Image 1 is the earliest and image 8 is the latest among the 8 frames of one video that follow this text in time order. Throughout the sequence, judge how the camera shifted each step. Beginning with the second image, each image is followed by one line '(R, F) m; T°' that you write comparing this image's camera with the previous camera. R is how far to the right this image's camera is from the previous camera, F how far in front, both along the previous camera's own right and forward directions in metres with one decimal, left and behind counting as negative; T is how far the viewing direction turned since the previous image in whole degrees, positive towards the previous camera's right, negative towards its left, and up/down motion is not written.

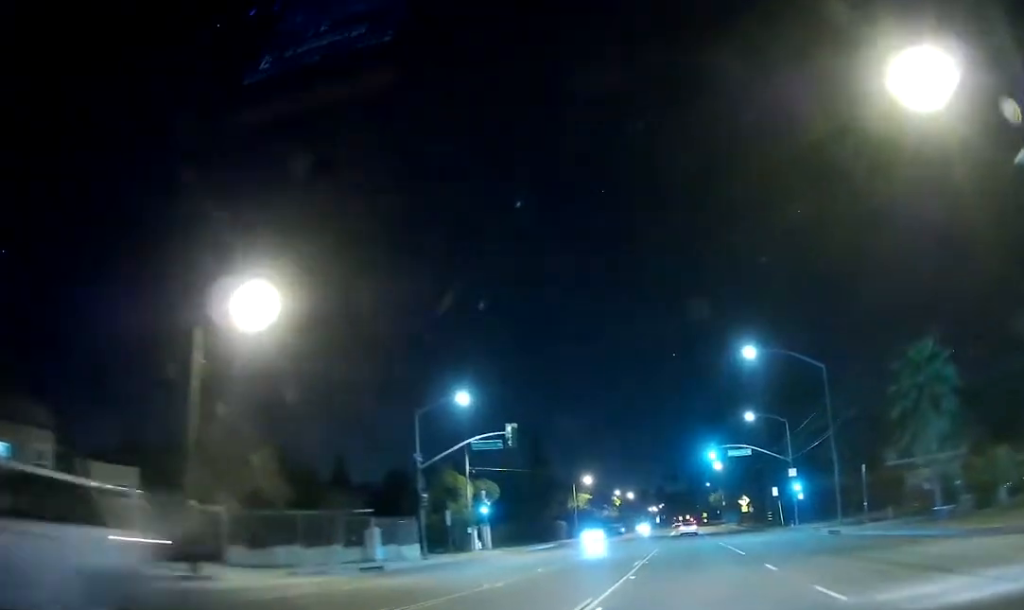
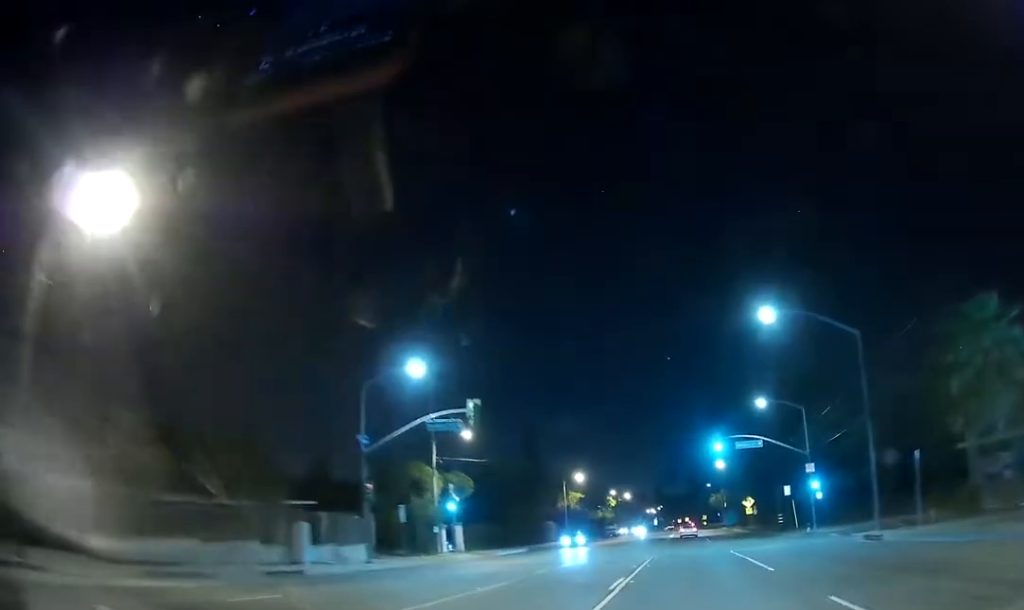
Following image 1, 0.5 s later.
(+0.2, +8.3) m; +1°
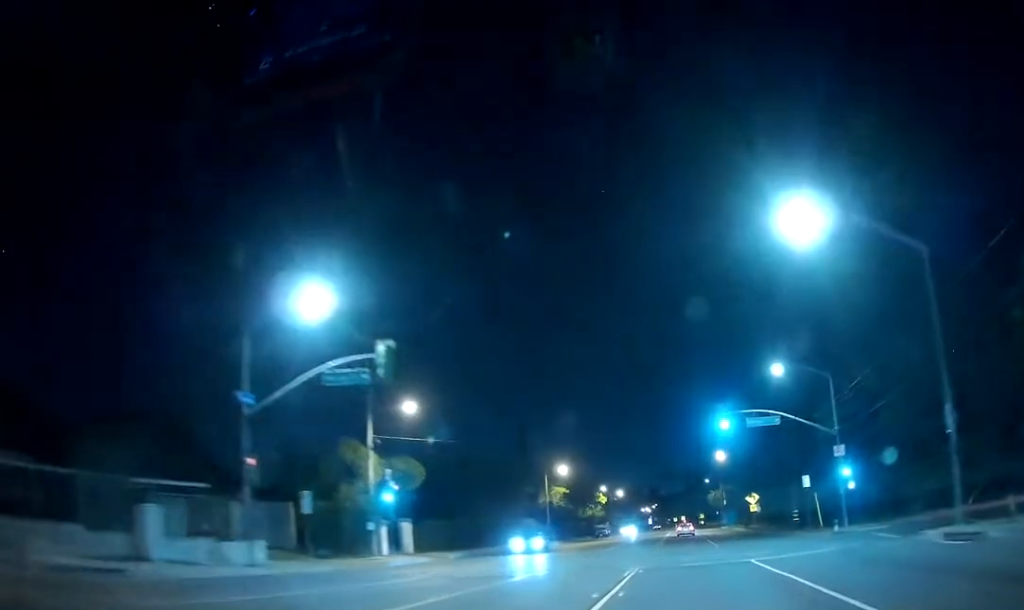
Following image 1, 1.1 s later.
(+0.1, +10.1) m; 0°
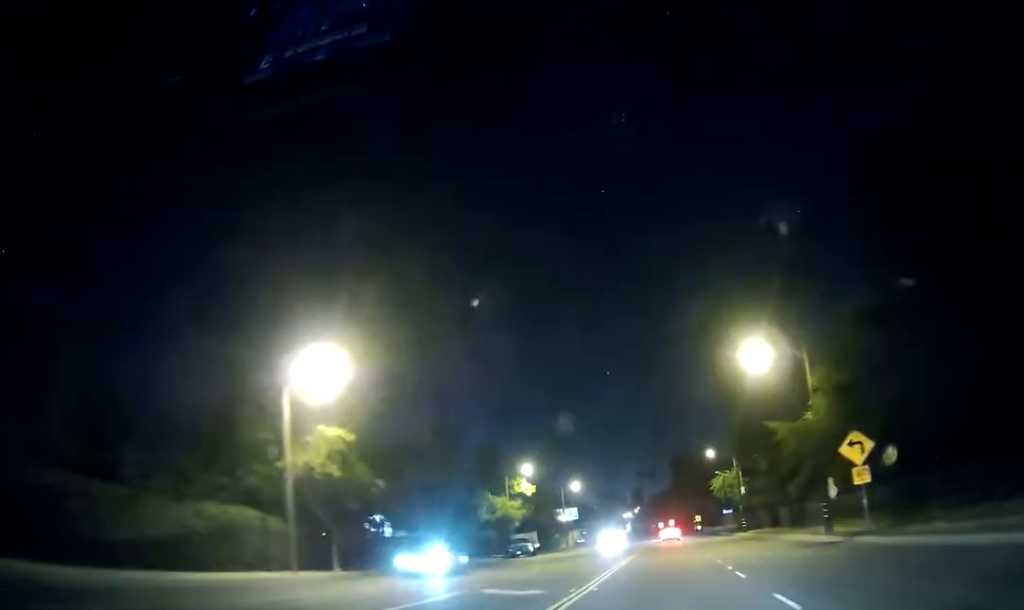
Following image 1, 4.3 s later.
(+0.6, +55.9) m; +1°
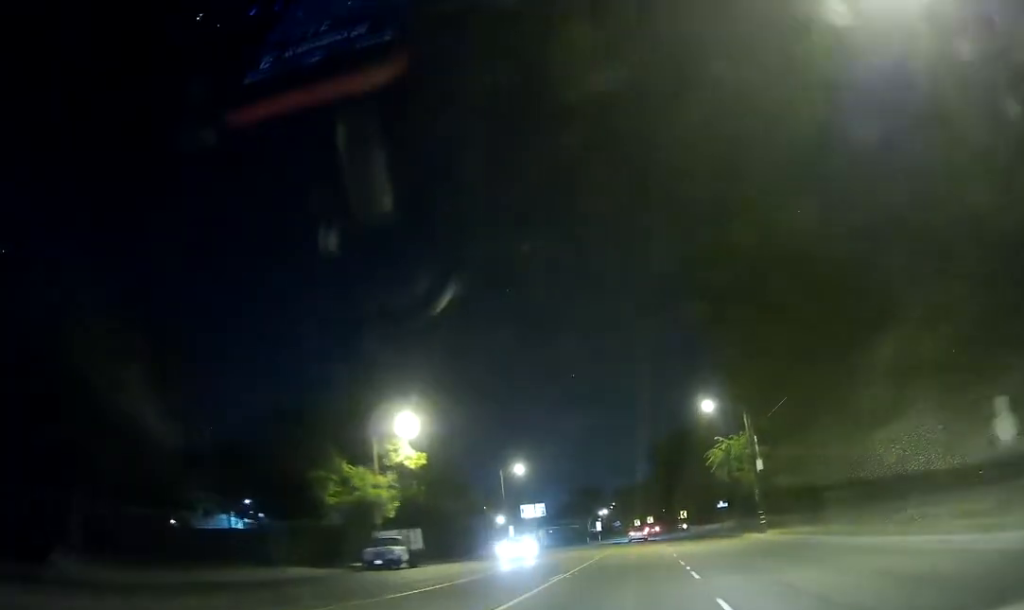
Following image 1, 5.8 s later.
(+0.3, +29.2) m; +2°
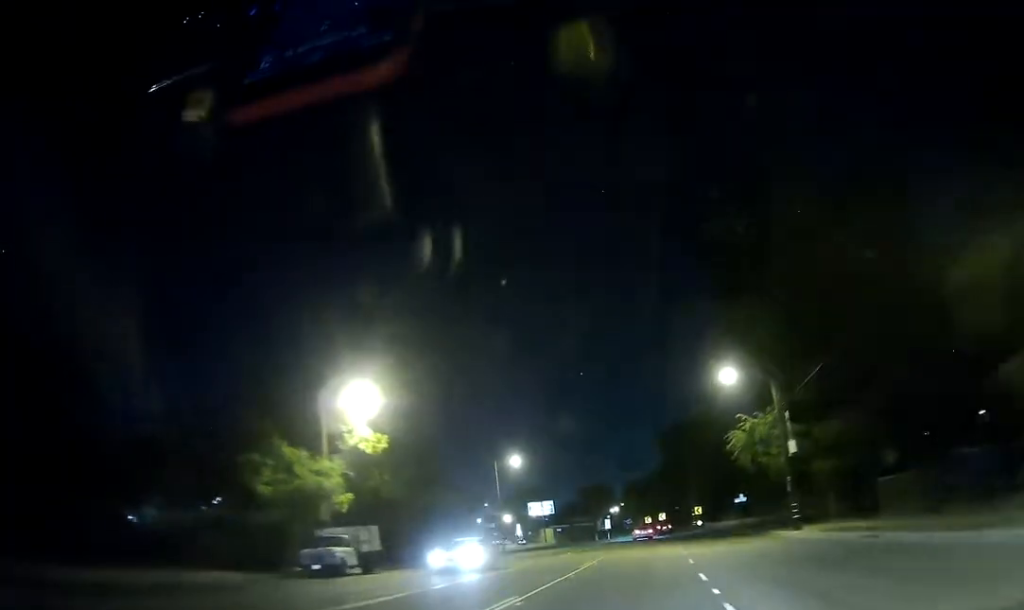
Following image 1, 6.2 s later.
(0.0, +7.6) m; 0°
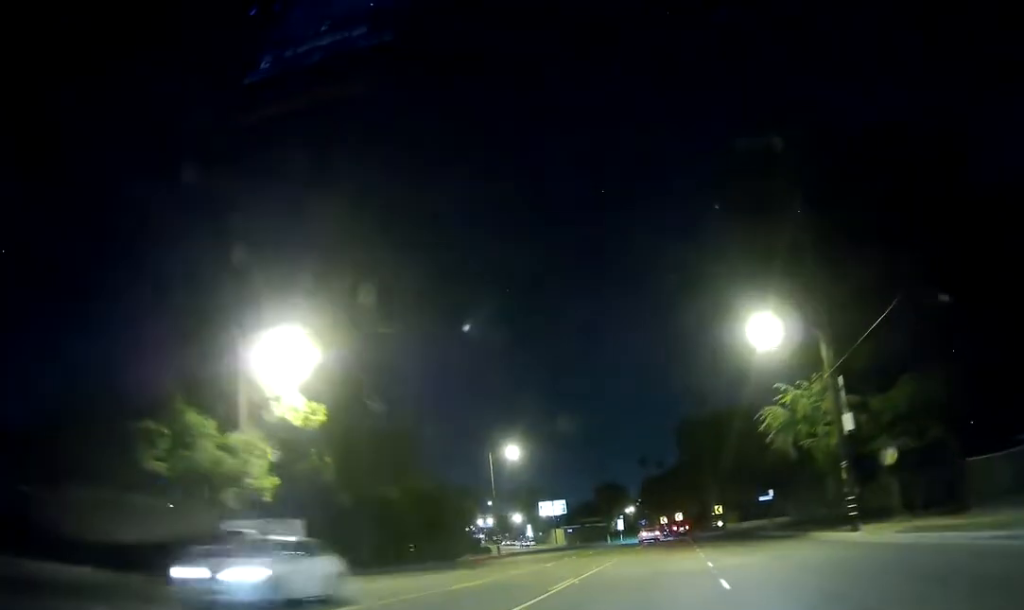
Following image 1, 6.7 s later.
(0.0, +8.9) m; 0°
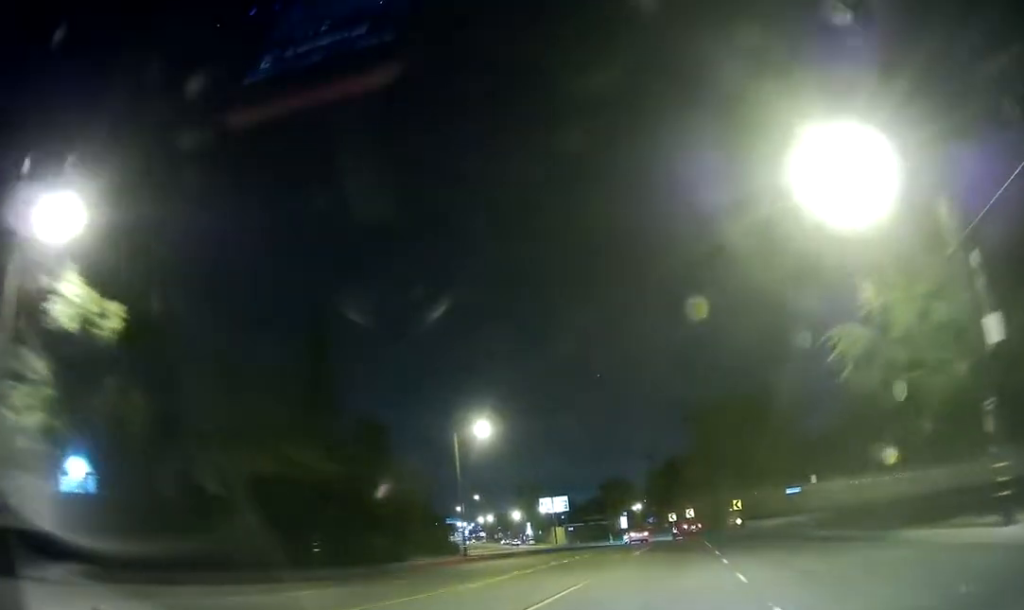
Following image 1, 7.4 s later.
(0.0, +14.2) m; -2°
